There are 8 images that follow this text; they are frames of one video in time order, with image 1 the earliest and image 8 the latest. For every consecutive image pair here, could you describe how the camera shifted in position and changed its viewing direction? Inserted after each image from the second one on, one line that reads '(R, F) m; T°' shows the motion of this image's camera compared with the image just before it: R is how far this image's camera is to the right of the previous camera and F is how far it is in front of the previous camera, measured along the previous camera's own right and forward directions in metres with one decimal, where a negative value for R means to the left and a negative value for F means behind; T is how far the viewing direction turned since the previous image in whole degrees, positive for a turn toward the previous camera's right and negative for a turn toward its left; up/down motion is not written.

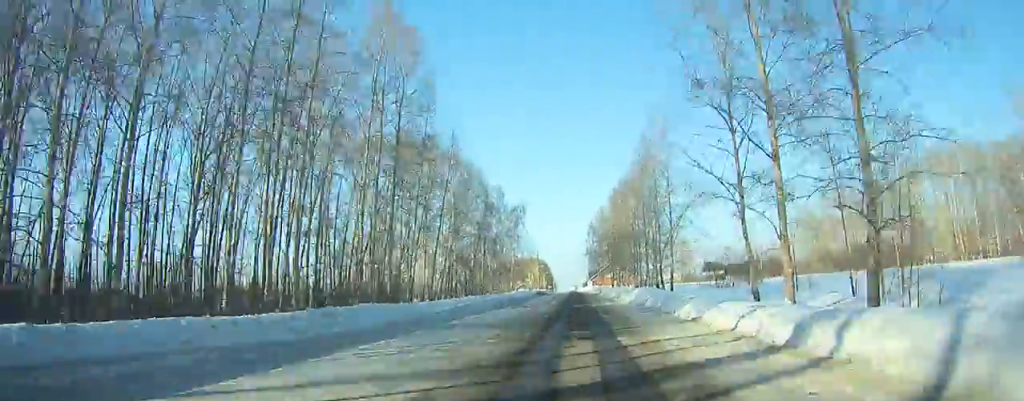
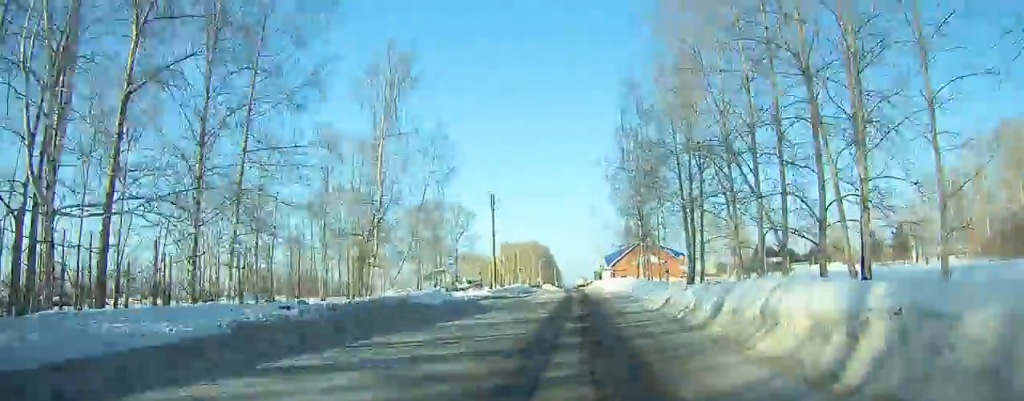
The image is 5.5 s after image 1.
(-0.3, +91.4) m; 0°
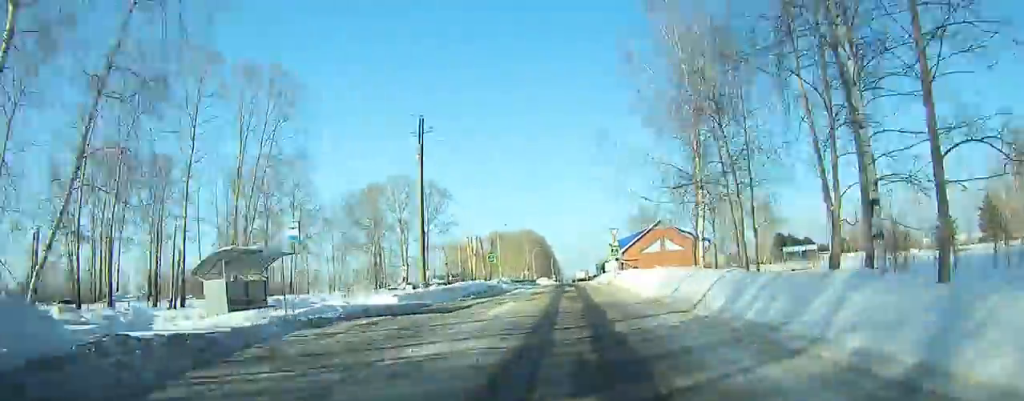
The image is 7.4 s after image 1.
(+0.1, +29.0) m; 0°
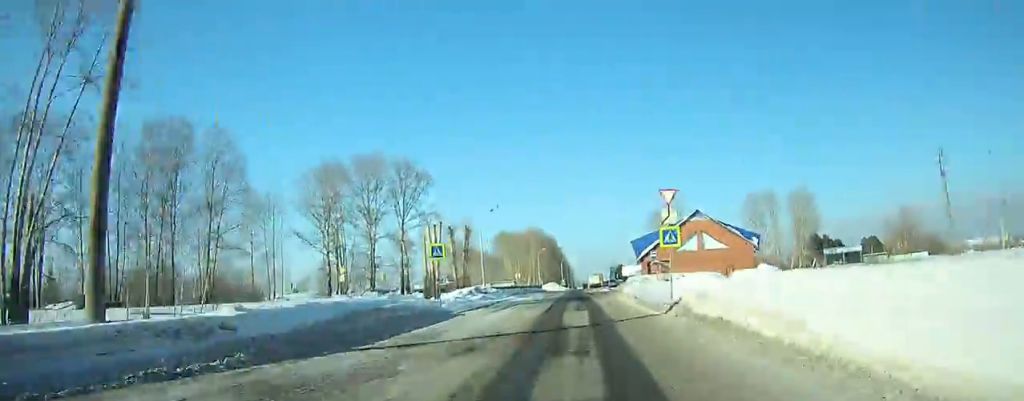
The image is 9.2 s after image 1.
(0.0, +25.0) m; 0°
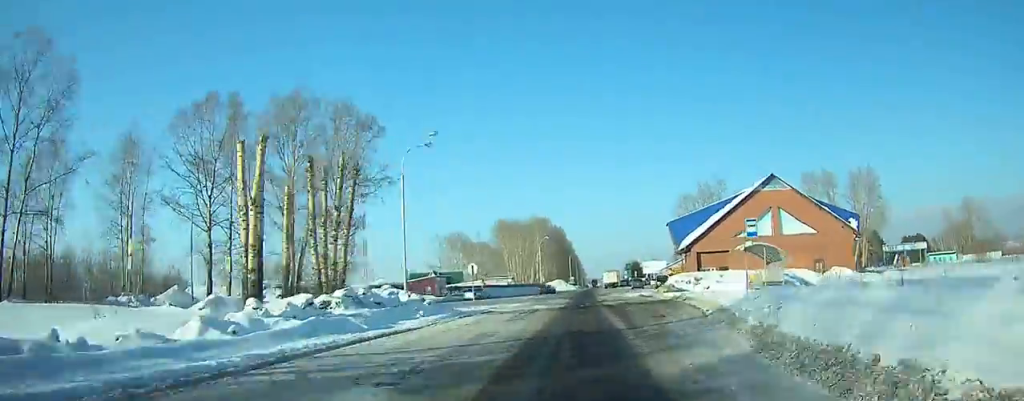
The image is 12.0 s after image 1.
(-0.1, +34.7) m; -1°
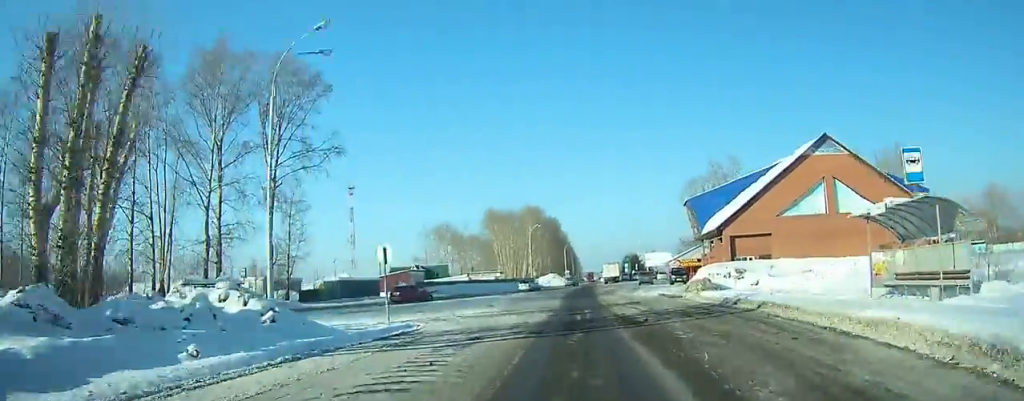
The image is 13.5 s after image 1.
(-0.1, +16.4) m; 0°
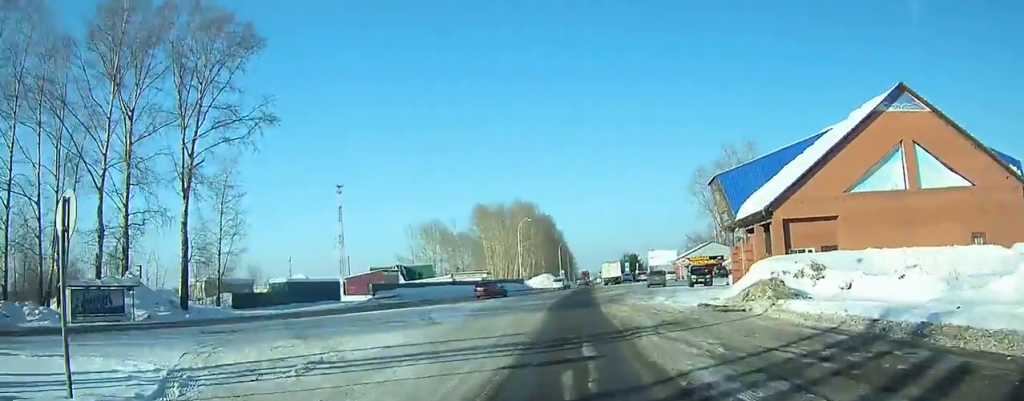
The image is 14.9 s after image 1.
(0.0, +14.1) m; 0°
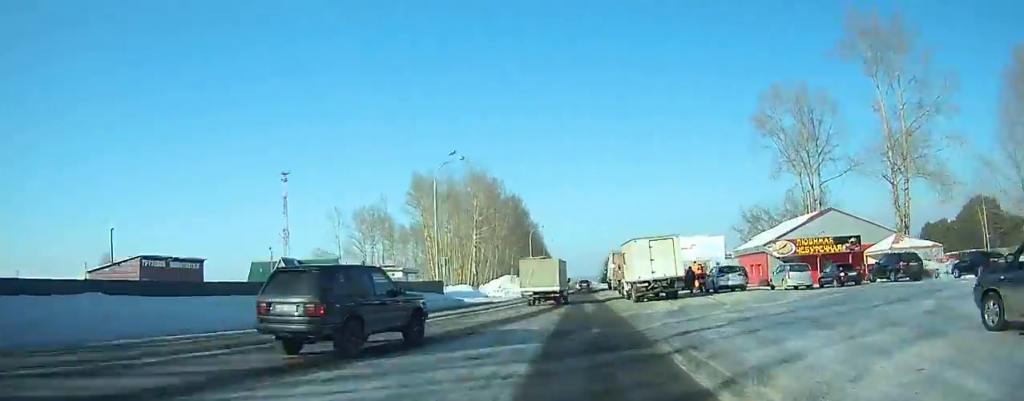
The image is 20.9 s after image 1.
(-0.3, +56.5) m; +1°
